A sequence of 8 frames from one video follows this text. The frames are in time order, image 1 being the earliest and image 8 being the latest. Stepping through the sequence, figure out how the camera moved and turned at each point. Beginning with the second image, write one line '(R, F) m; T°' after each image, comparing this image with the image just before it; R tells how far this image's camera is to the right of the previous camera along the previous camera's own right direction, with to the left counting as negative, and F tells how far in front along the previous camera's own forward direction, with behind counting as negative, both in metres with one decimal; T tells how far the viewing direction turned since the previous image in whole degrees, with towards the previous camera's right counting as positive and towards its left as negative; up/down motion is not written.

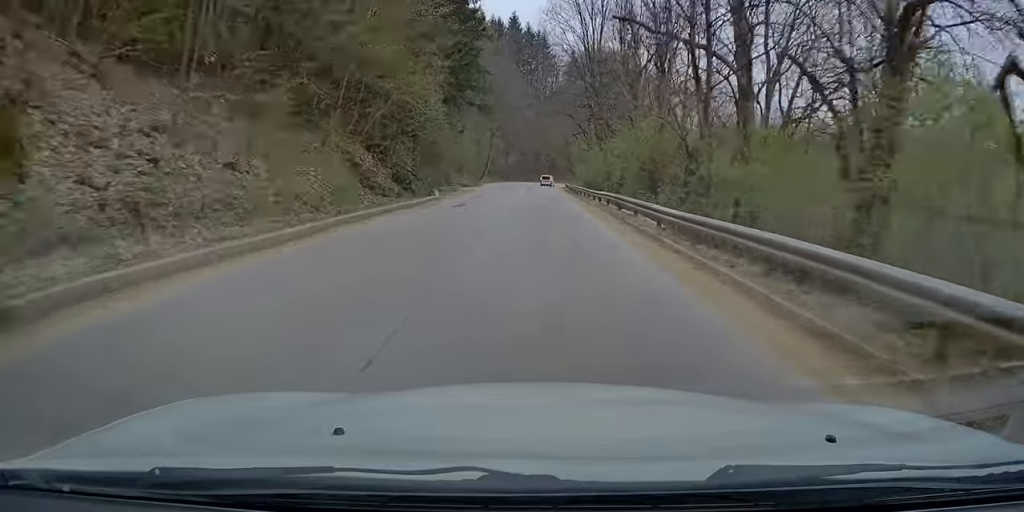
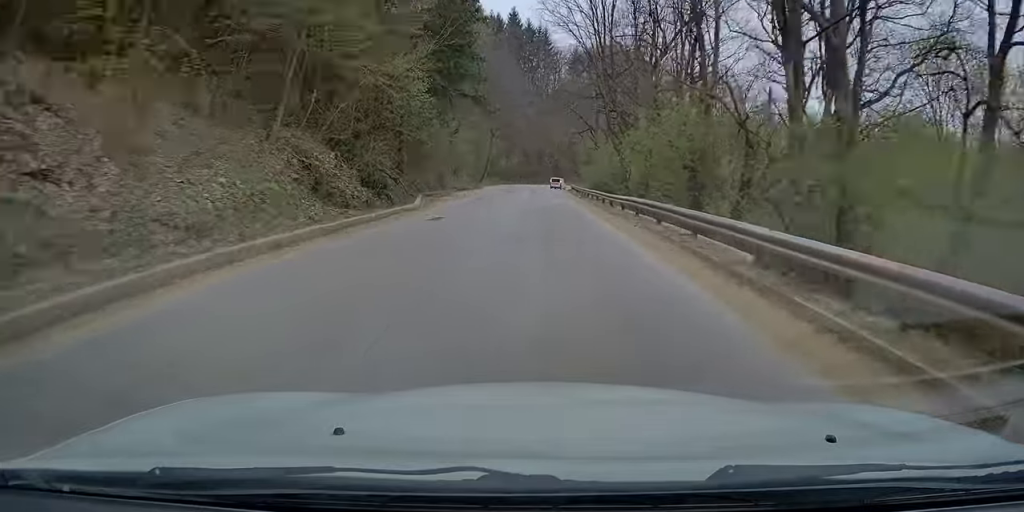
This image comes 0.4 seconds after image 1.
(0.0, +6.8) m; +1°
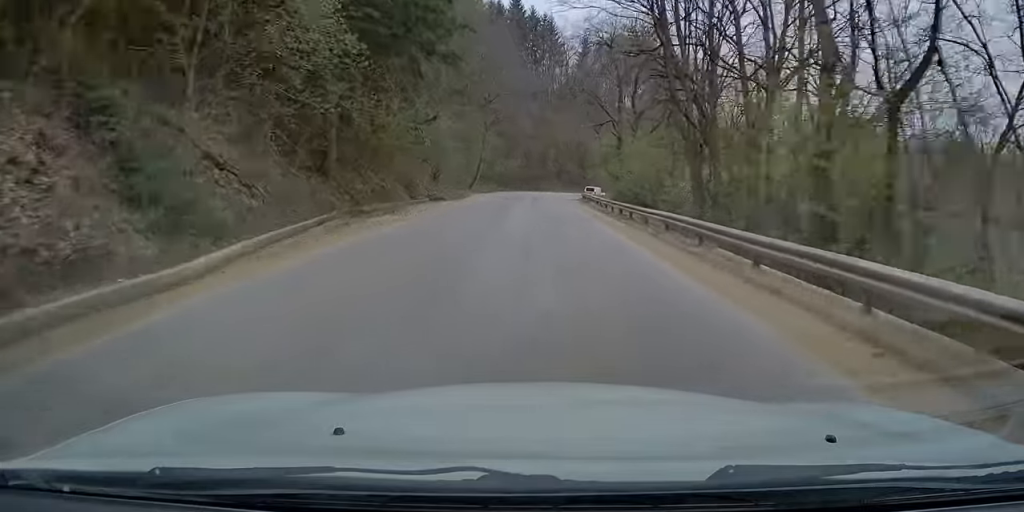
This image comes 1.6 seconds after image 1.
(+0.3, +17.5) m; +2°
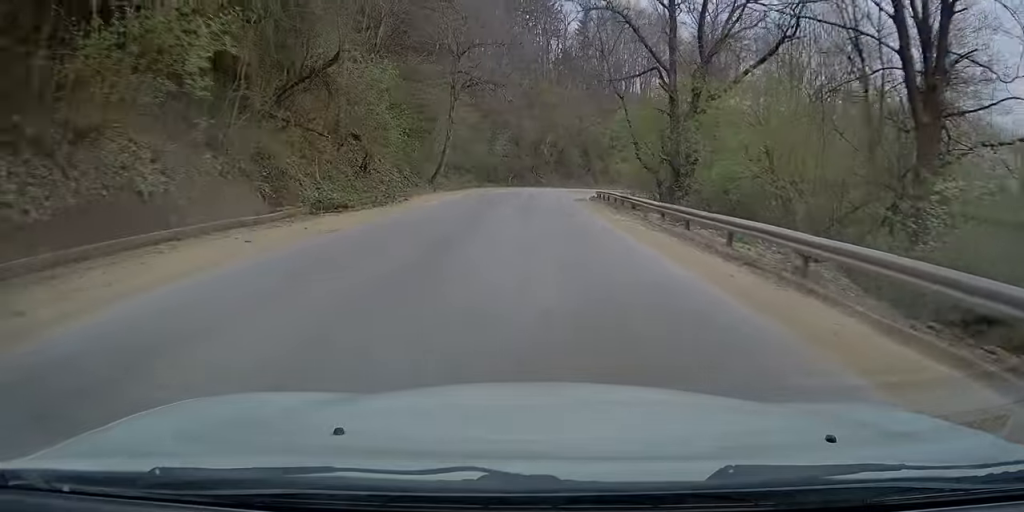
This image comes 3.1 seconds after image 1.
(+0.3, +23.9) m; -1°
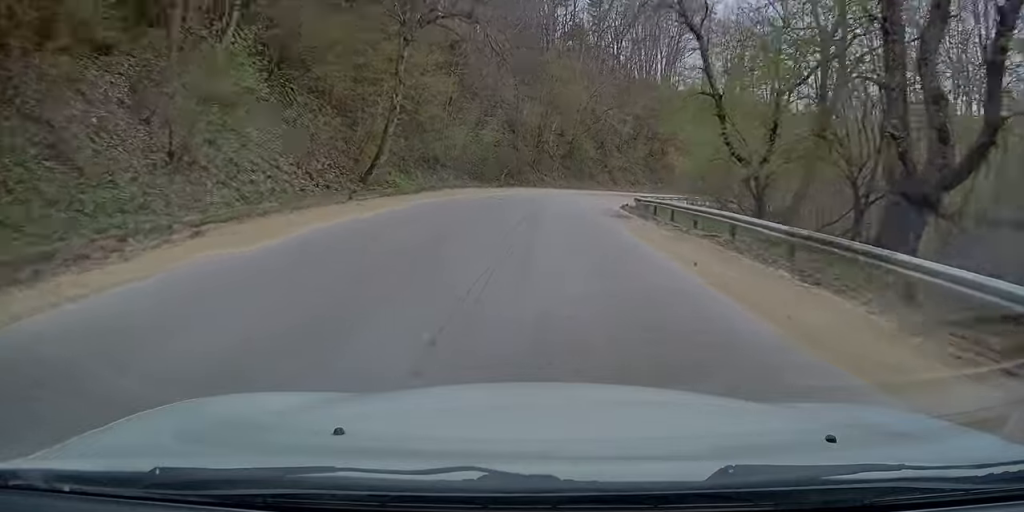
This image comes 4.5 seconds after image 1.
(-0.2, +20.8) m; +1°
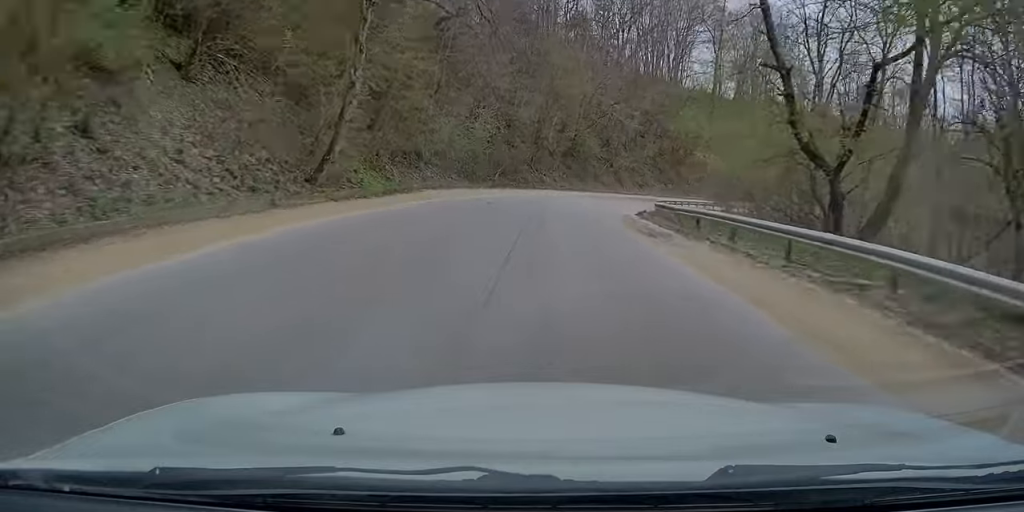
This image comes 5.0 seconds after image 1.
(0.0, +7.1) m; +2°
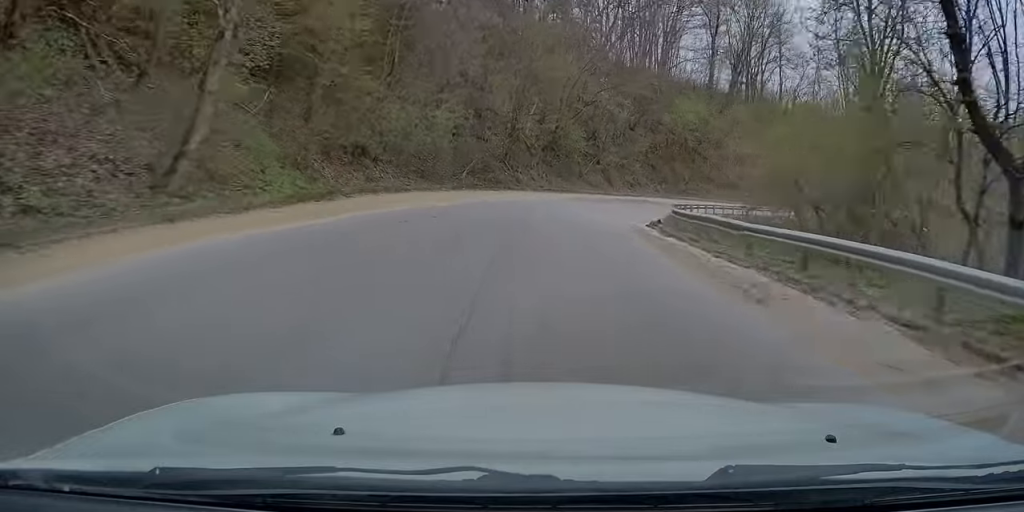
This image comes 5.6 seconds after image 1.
(+0.3, +9.1) m; +3°
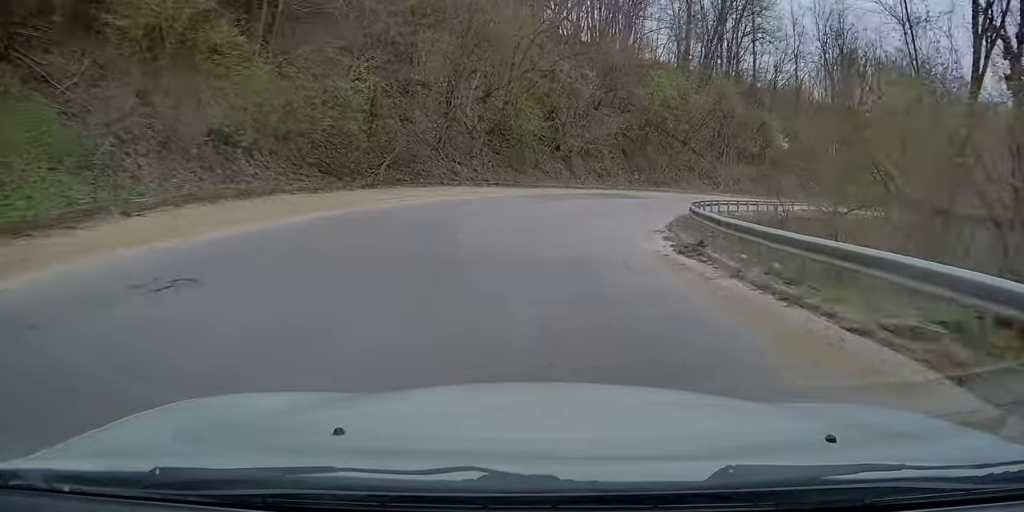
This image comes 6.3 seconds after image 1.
(+0.3, +11.6) m; +5°
